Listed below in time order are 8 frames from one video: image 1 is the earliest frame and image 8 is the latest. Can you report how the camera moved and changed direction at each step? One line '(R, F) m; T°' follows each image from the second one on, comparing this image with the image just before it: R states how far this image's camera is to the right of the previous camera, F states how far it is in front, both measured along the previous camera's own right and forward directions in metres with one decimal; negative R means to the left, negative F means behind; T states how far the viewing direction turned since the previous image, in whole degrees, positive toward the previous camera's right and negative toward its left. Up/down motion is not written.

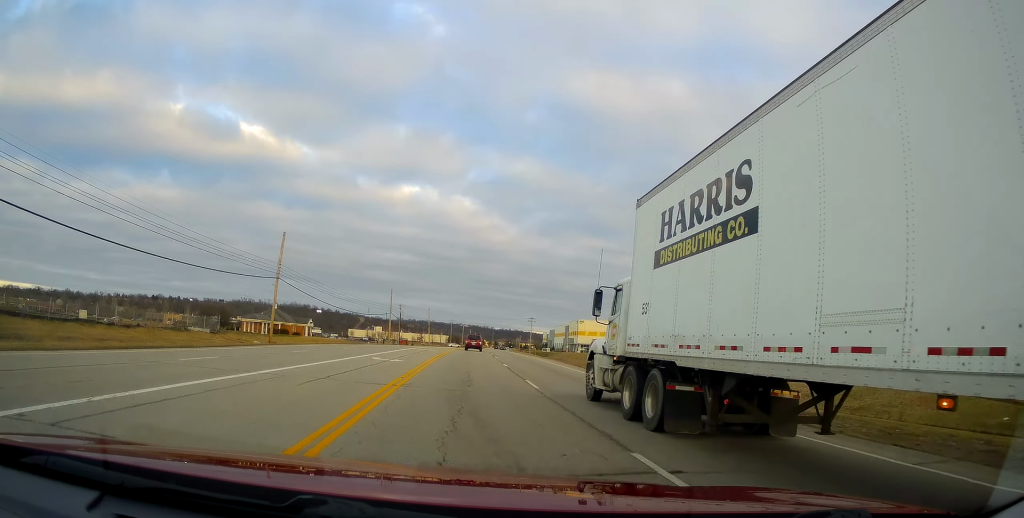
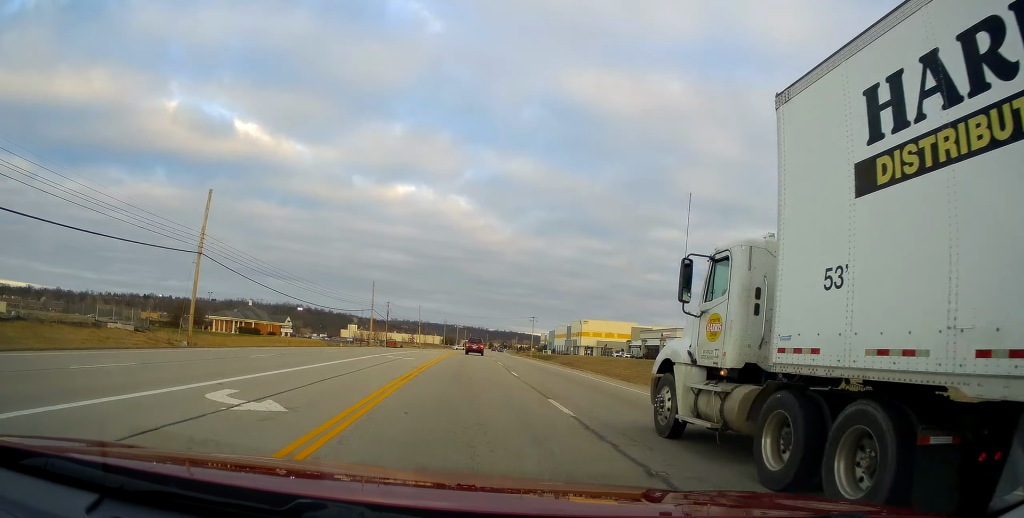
(-0.4, +18.0) m; 0°
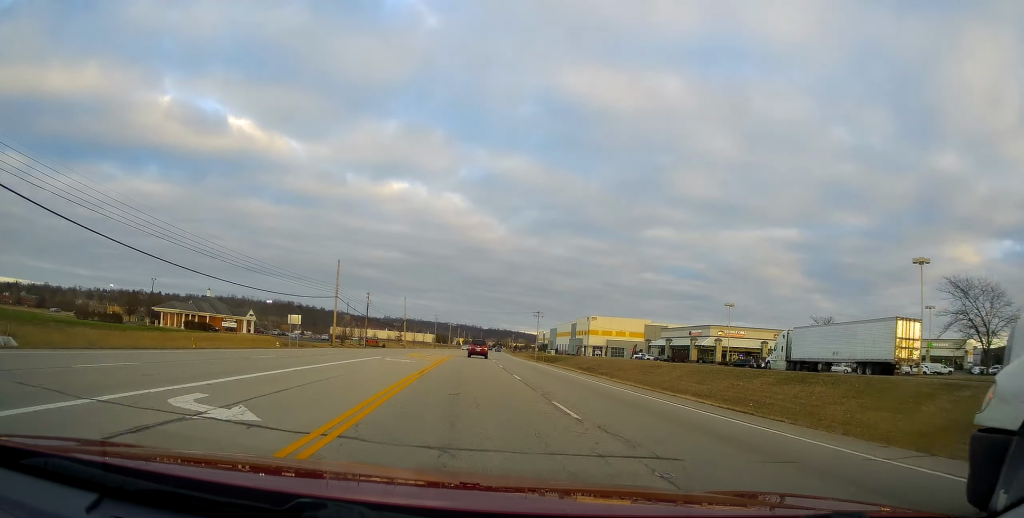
(+0.4, +24.9) m; 0°
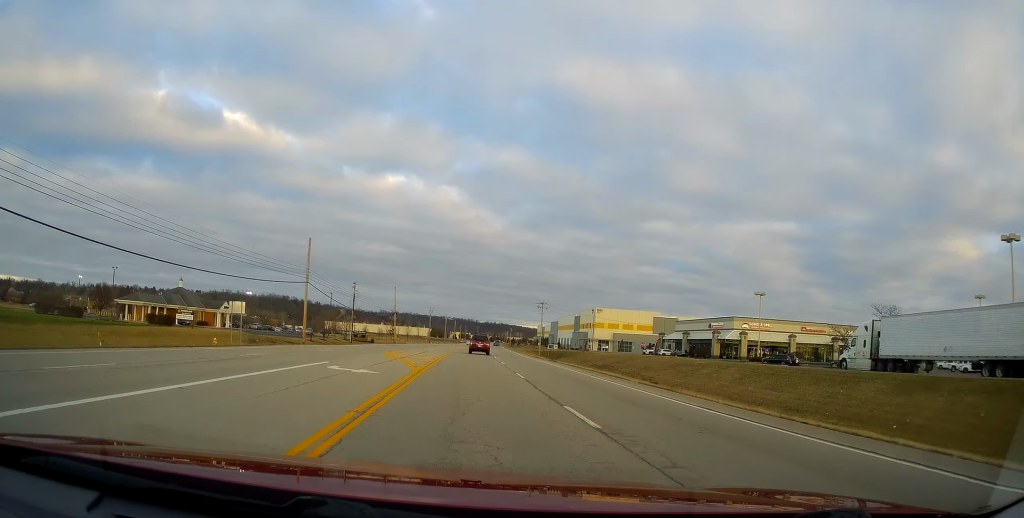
(-0.2, +13.3) m; 0°
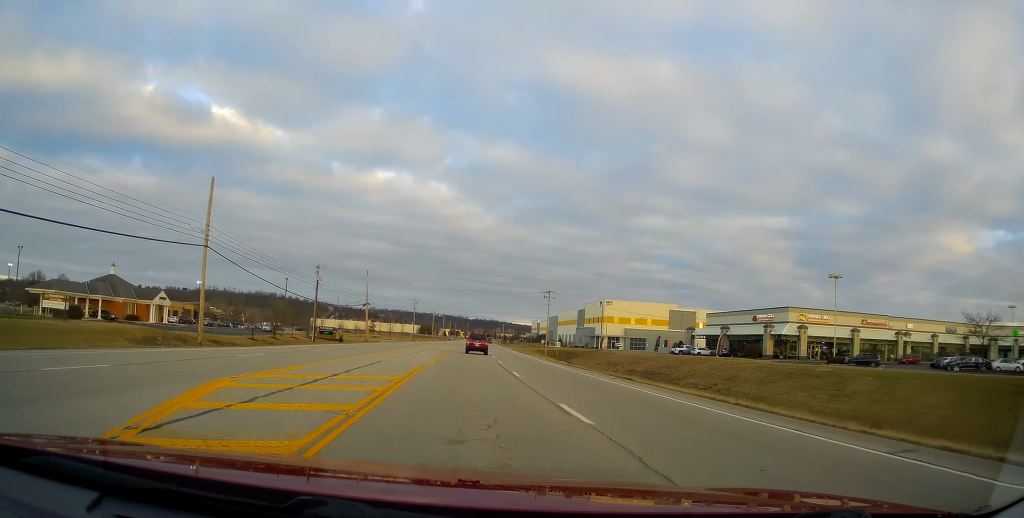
(+0.1, +24.4) m; +2°
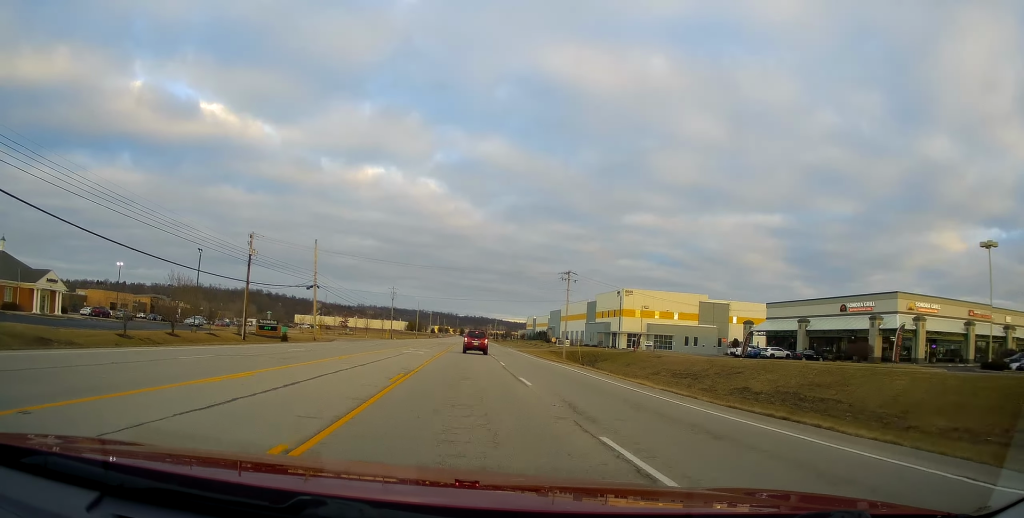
(+0.9, +29.0) m; +1°
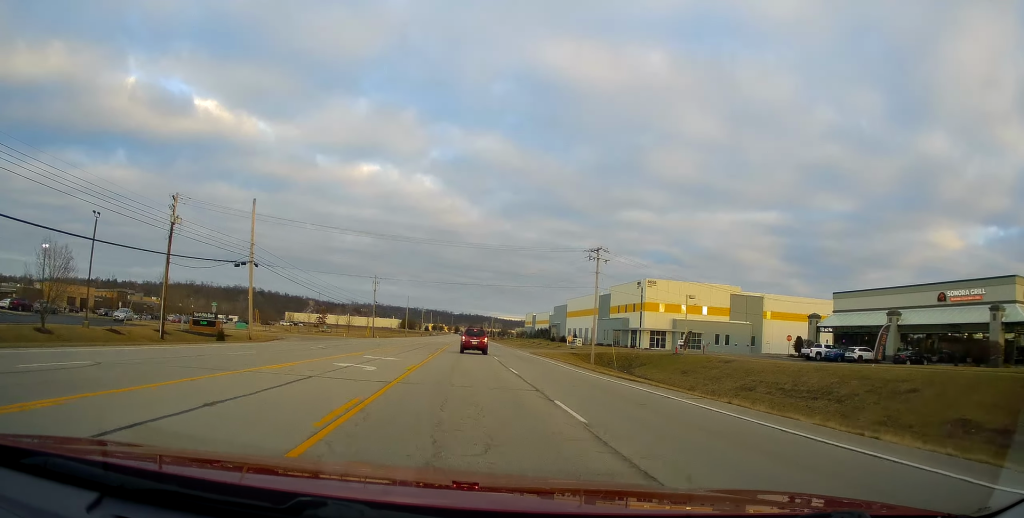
(-0.5, +20.0) m; -1°
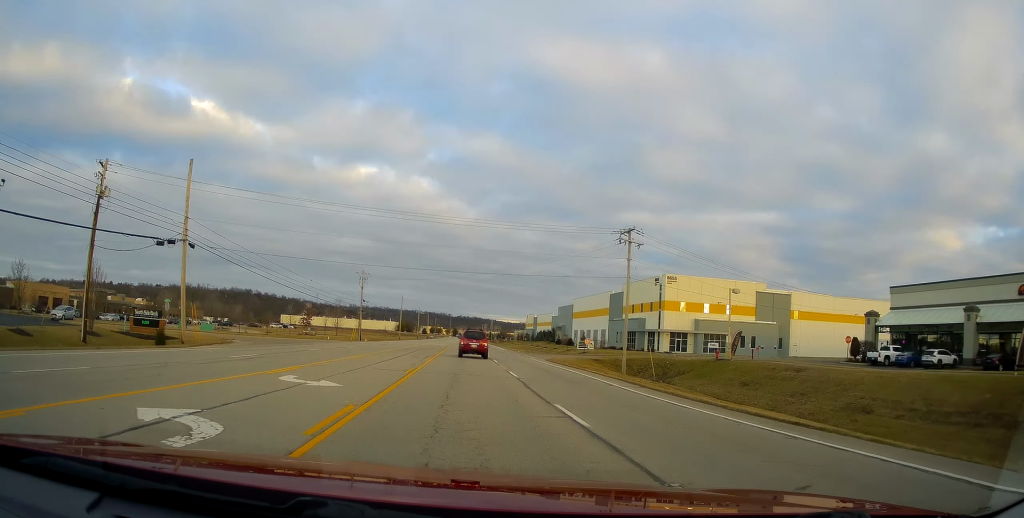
(0.0, +12.4) m; +1°
